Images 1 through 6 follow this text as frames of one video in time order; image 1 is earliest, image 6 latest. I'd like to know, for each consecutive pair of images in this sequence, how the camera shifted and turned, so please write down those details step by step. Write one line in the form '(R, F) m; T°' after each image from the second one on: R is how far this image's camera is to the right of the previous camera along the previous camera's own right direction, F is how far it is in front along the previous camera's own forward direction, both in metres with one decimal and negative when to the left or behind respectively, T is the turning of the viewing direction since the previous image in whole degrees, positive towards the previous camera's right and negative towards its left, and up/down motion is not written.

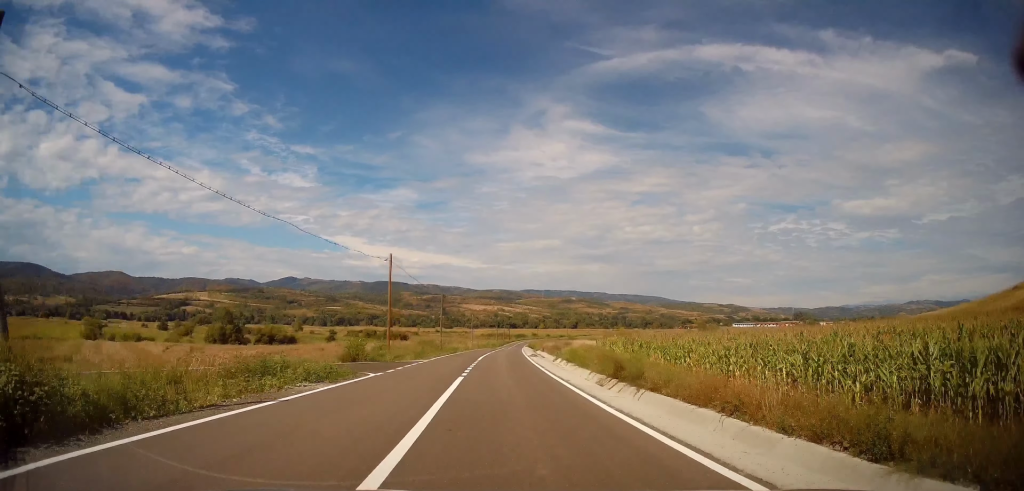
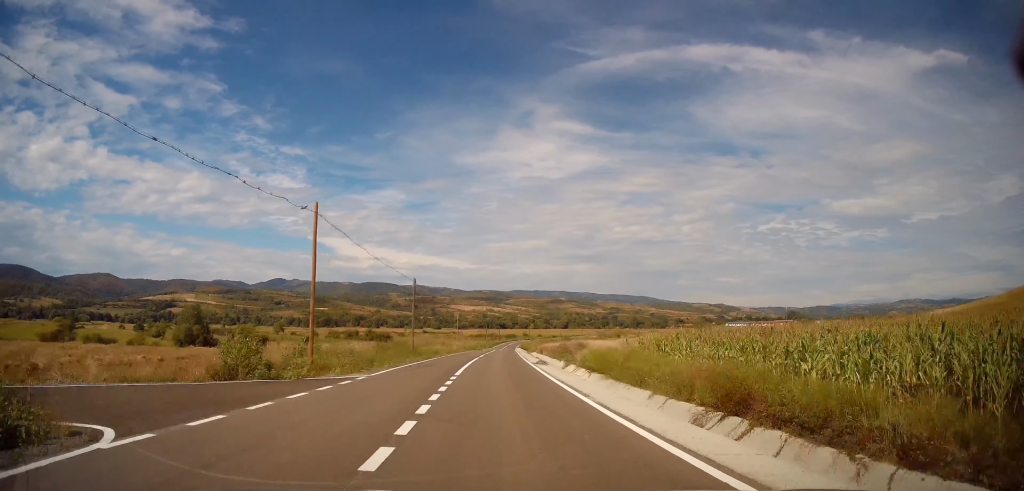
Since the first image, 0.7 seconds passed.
(-0.1, +13.6) m; +1°
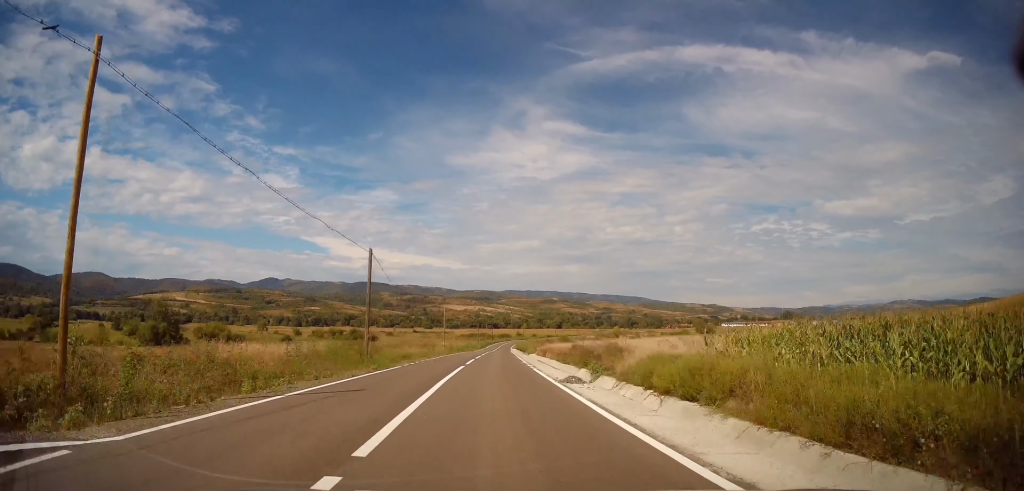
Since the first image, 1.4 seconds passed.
(+0.1, +13.2) m; +1°
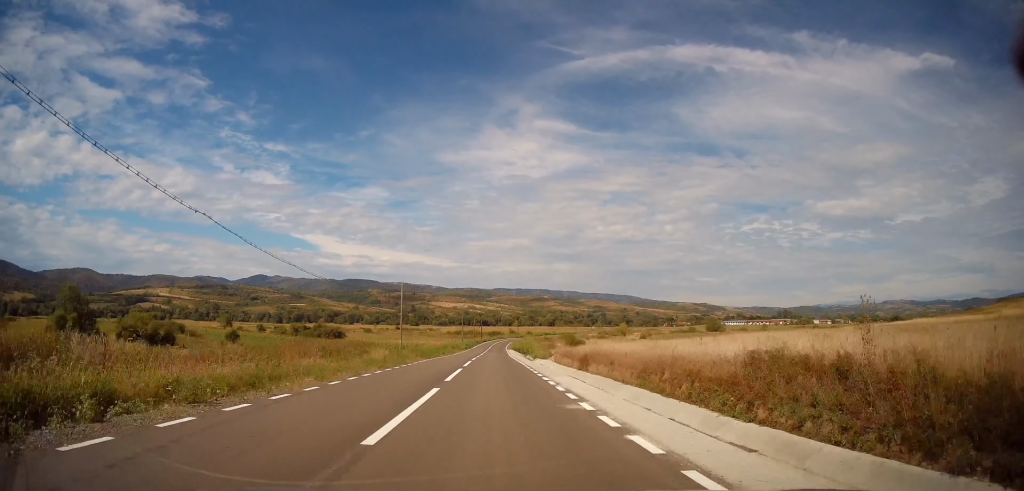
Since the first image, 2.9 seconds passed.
(+0.6, +31.4) m; +2°
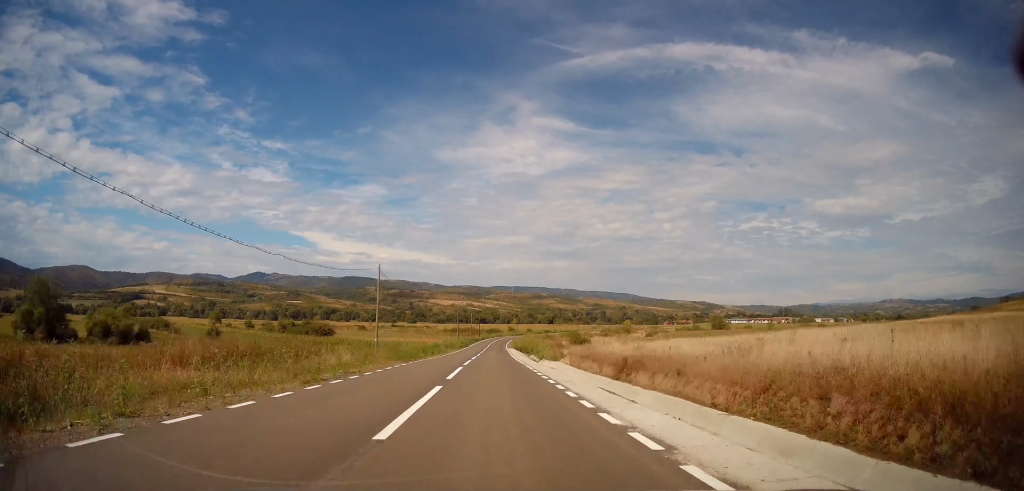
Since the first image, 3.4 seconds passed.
(0.0, +9.9) m; 0°
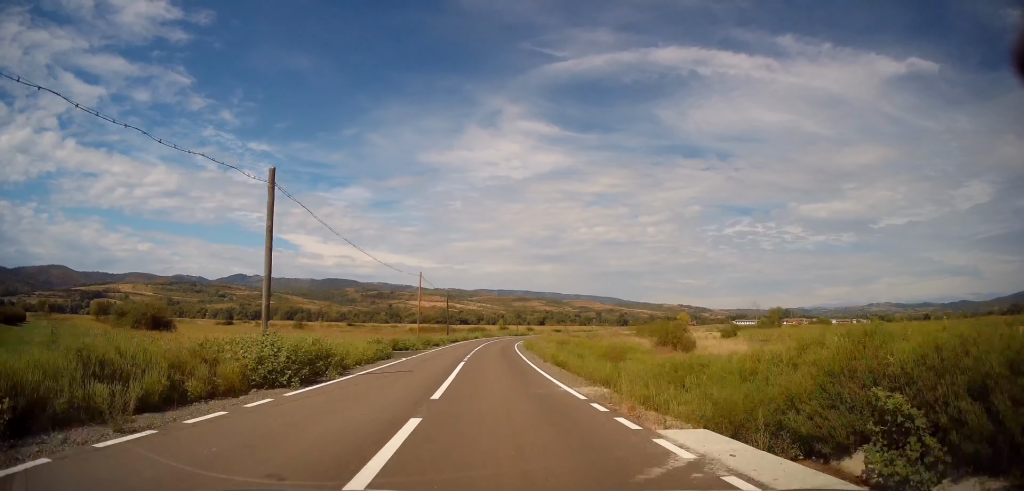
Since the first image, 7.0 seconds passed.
(+1.5, +76.9) m; +2°
